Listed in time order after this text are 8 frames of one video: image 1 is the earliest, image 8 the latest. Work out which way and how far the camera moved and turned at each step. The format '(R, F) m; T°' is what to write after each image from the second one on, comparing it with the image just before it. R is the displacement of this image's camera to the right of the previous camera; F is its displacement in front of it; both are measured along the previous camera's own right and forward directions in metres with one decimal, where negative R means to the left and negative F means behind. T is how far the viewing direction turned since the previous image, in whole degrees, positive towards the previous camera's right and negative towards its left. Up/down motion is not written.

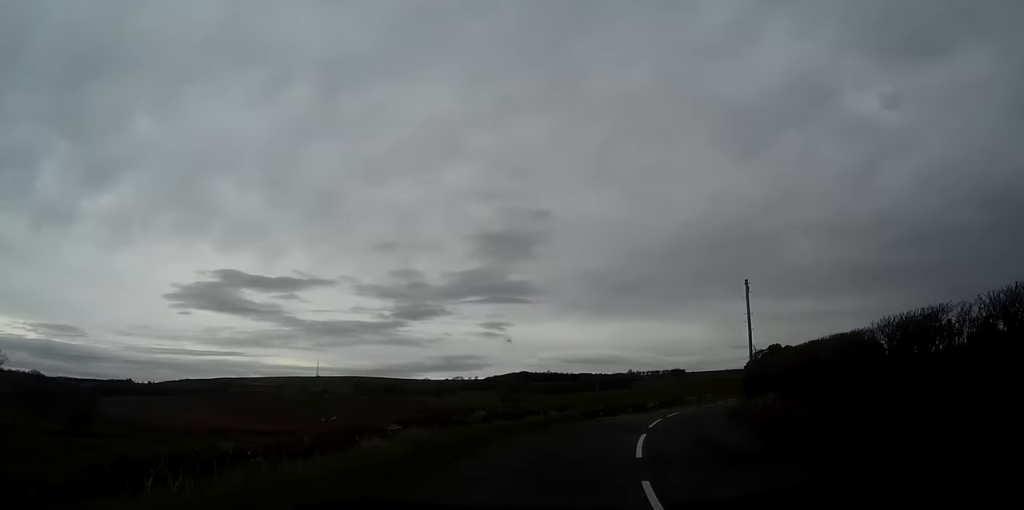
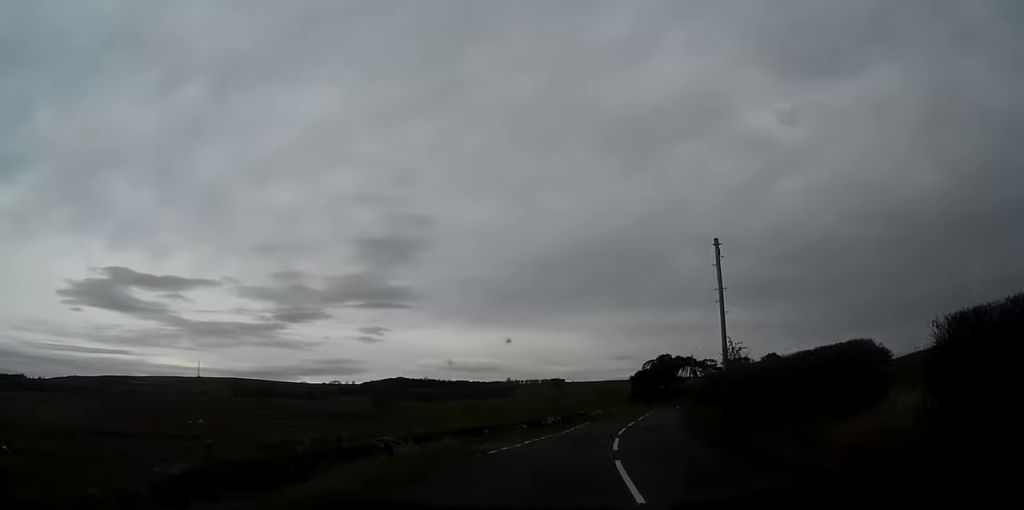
(+1.0, +13.2) m; +7°
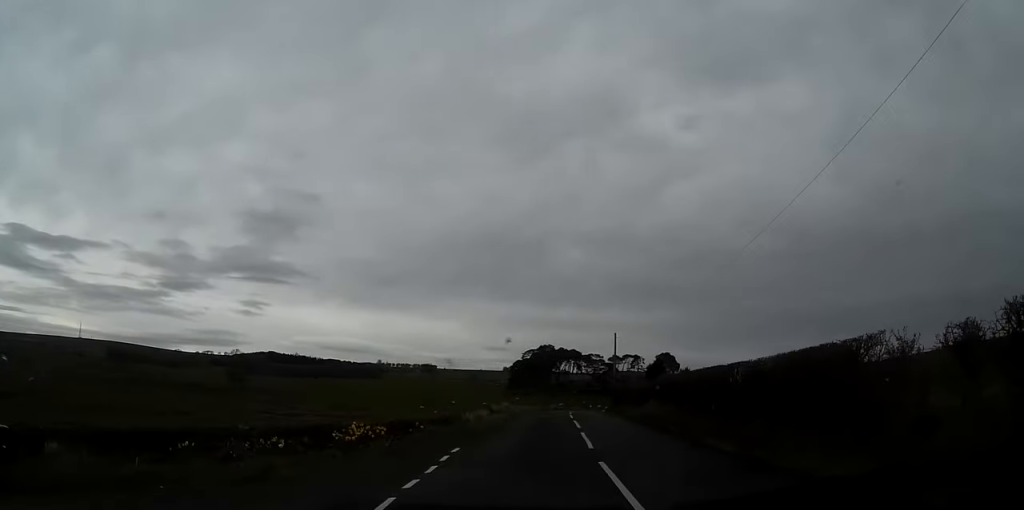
(+3.4, +28.5) m; +11°
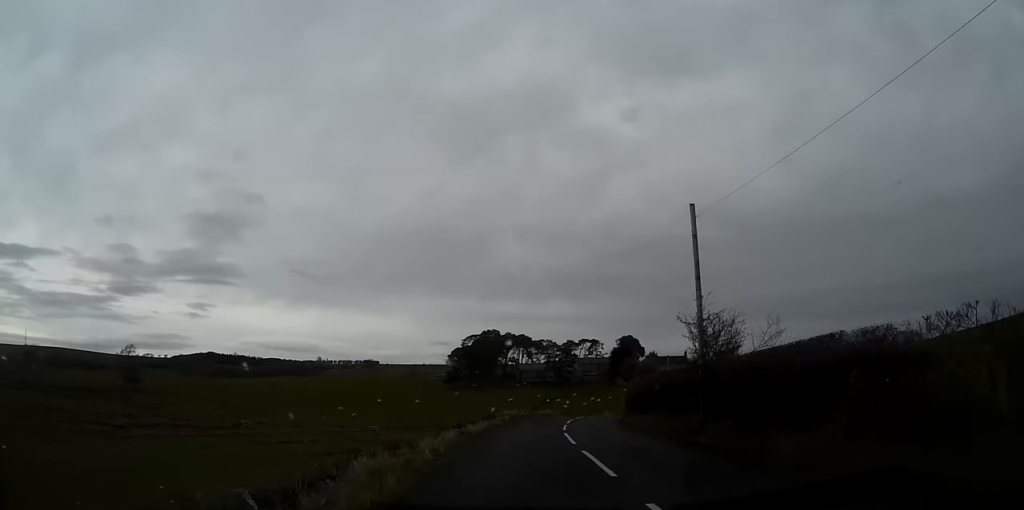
(+2.6, +41.7) m; +6°
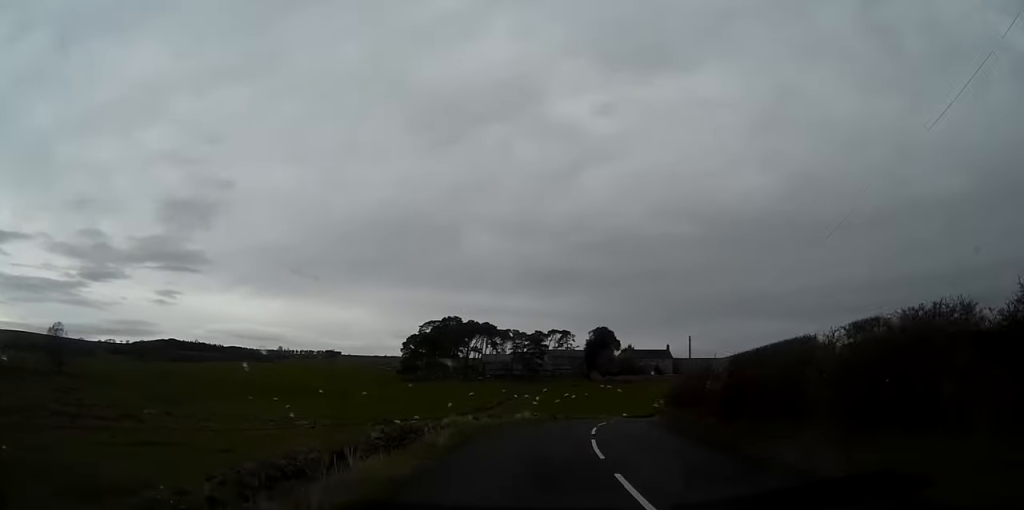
(+0.7, +24.2) m; +5°
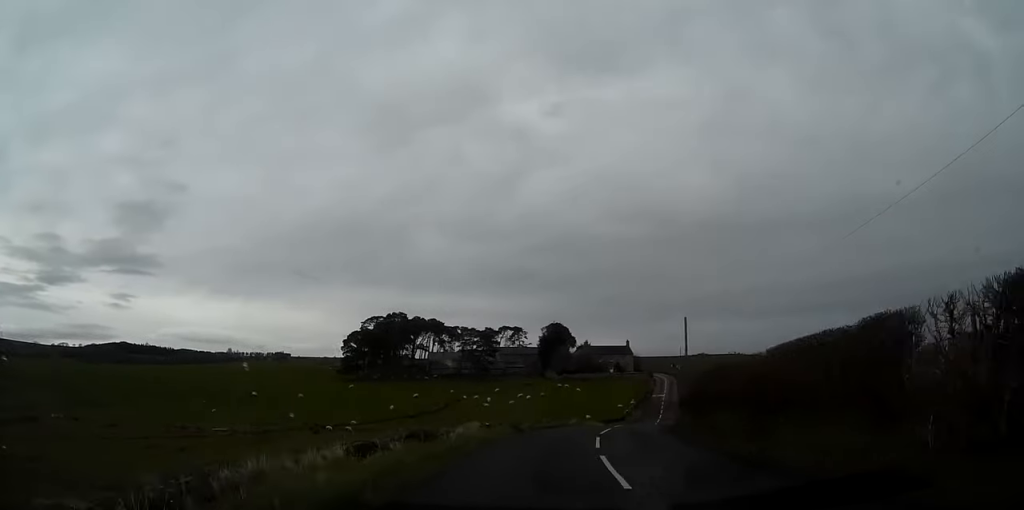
(+0.8, +13.8) m; +2°
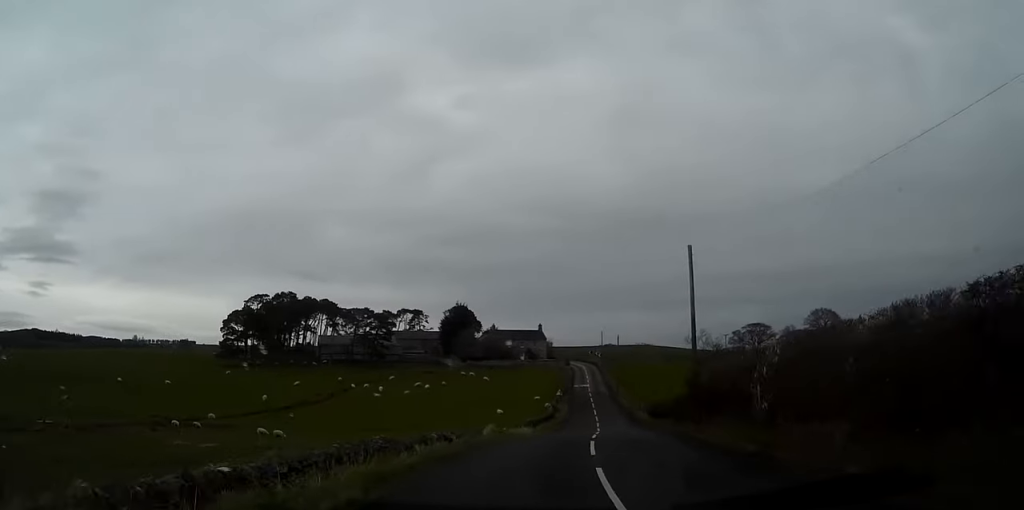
(+0.3, +20.9) m; +5°
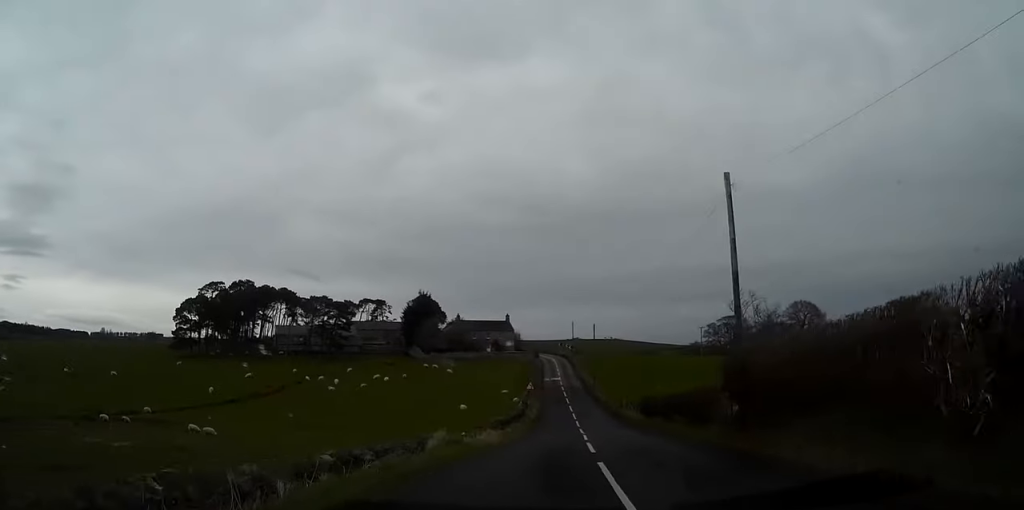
(+0.2, +8.5) m; +2°
